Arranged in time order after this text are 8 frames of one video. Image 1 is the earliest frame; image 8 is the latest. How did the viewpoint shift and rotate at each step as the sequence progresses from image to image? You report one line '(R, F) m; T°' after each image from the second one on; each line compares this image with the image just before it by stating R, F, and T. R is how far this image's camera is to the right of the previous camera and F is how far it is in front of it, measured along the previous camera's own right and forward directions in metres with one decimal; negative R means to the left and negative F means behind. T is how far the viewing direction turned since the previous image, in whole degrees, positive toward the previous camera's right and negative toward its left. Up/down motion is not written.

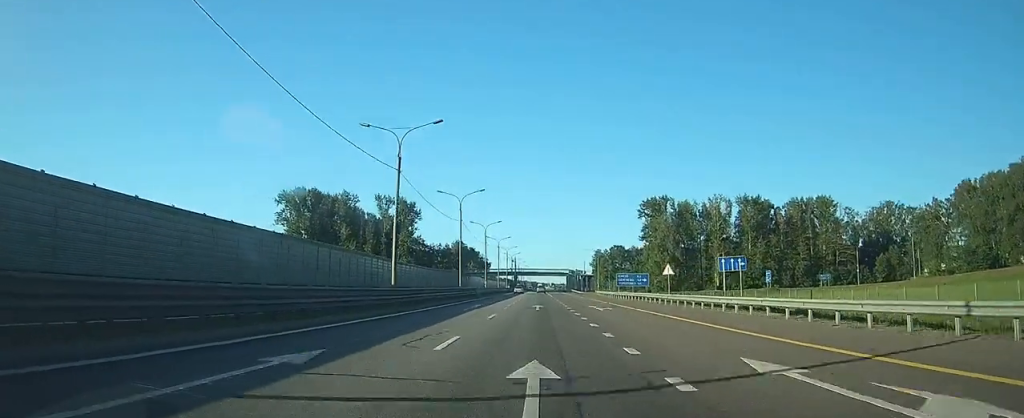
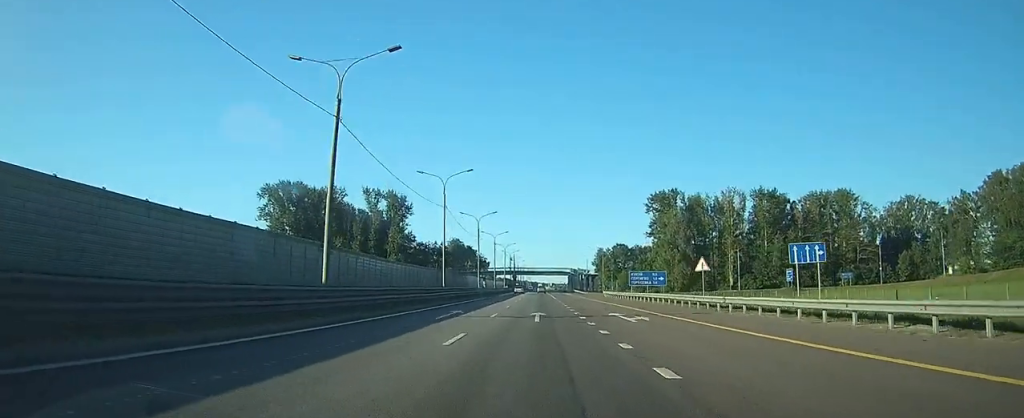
(0.0, +11.0) m; 0°
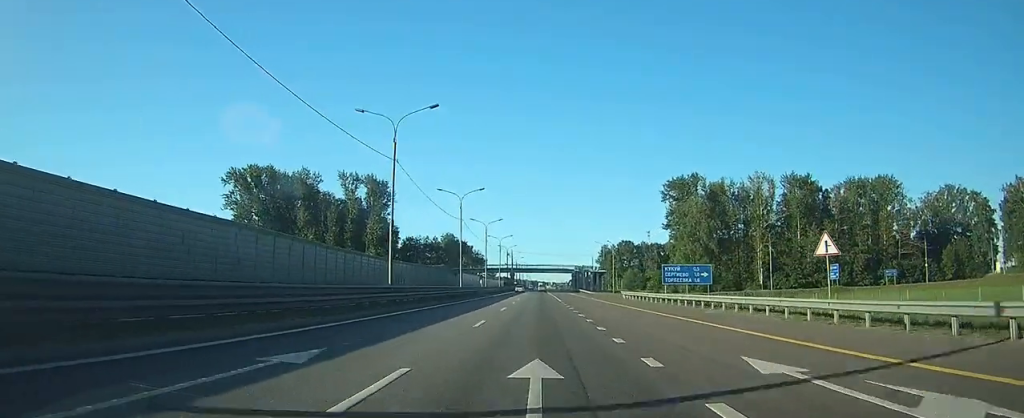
(0.0, +18.7) m; 0°
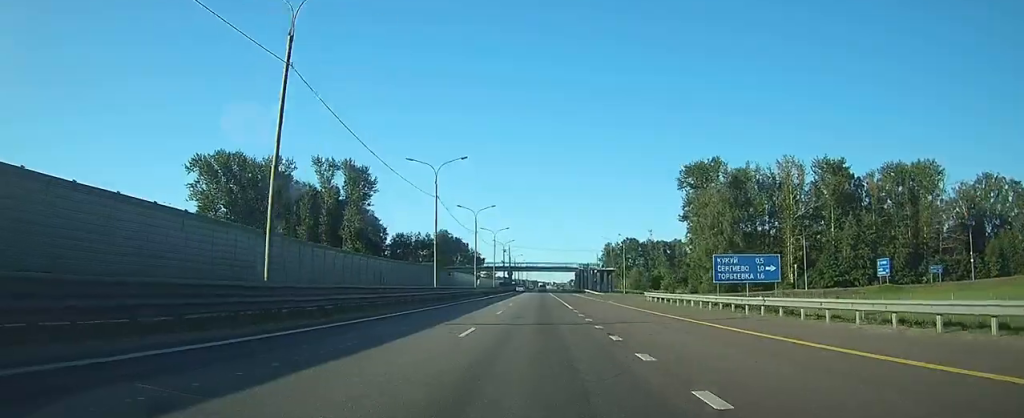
(0.0, +15.3) m; 0°
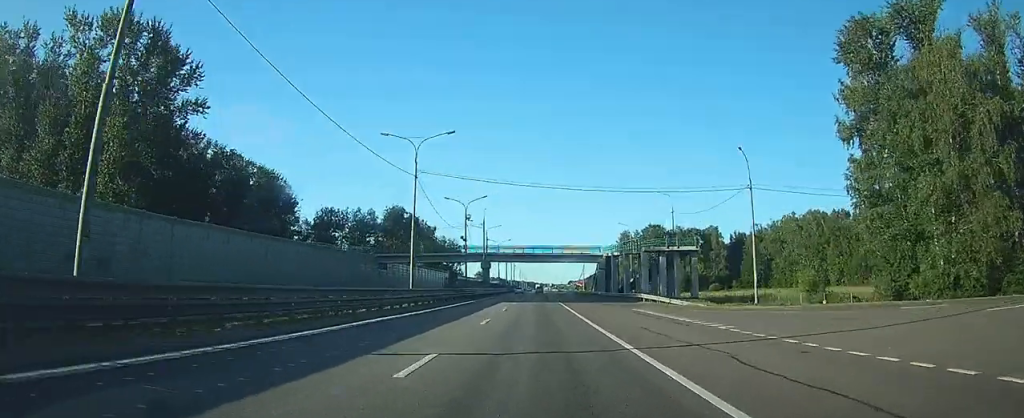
(-0.1, +66.2) m; 0°
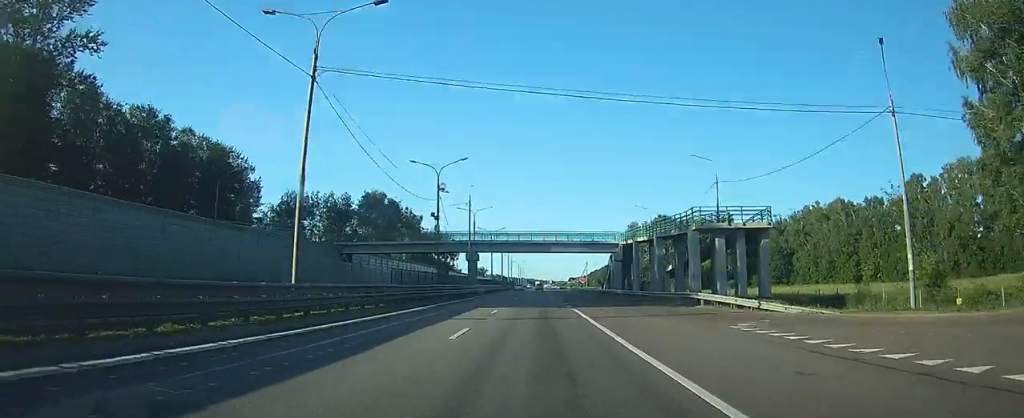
(0.0, +18.7) m; 0°
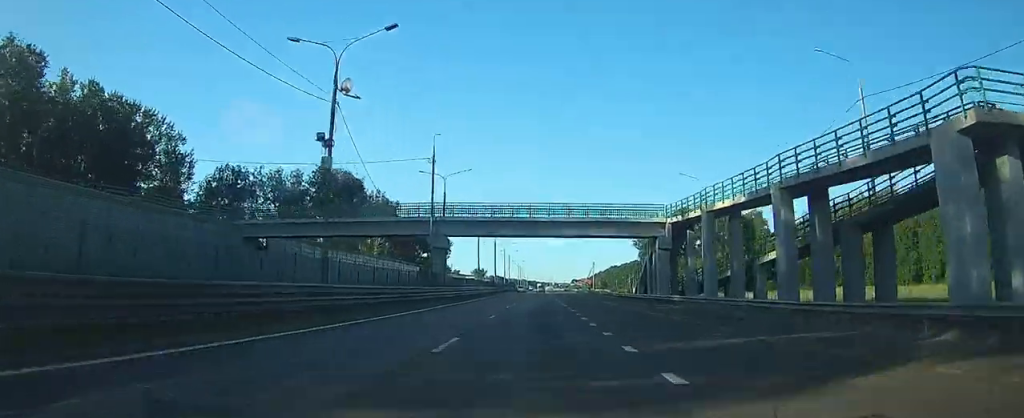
(+0.1, +26.3) m; 0°
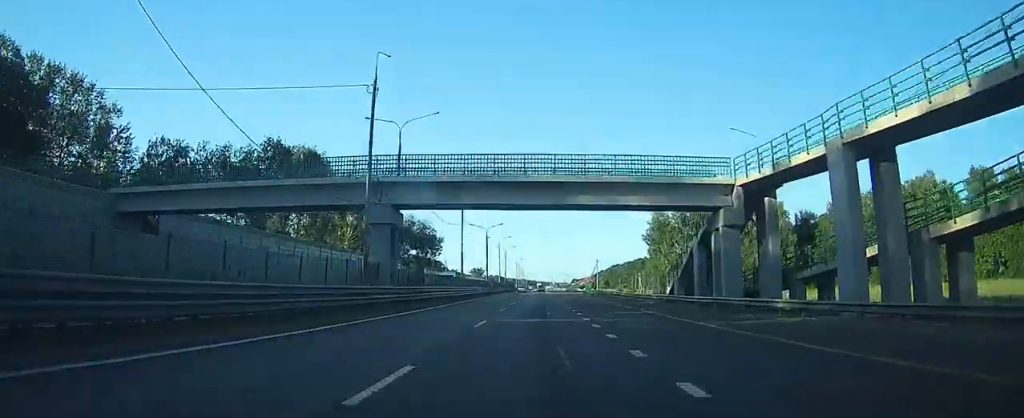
(0.0, +16.9) m; 0°
